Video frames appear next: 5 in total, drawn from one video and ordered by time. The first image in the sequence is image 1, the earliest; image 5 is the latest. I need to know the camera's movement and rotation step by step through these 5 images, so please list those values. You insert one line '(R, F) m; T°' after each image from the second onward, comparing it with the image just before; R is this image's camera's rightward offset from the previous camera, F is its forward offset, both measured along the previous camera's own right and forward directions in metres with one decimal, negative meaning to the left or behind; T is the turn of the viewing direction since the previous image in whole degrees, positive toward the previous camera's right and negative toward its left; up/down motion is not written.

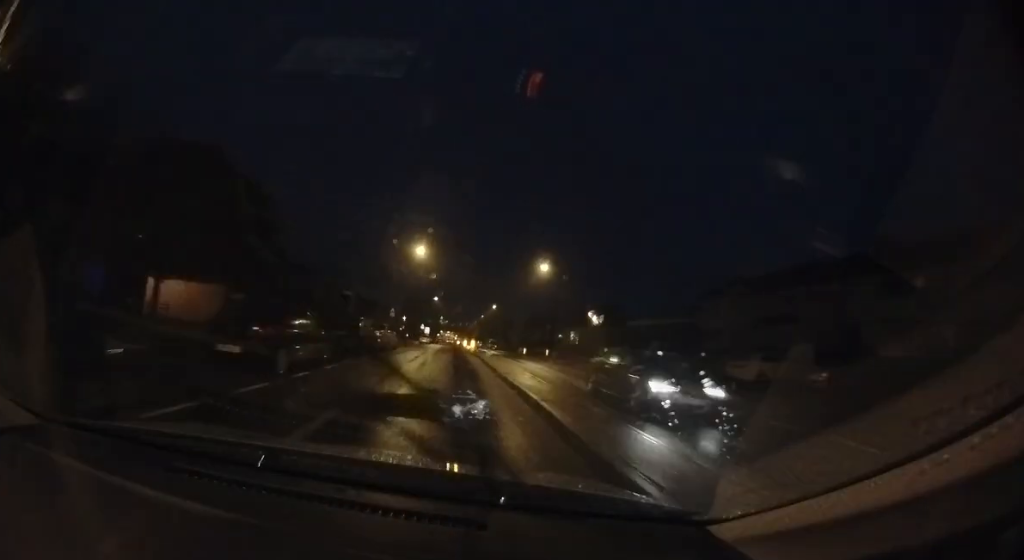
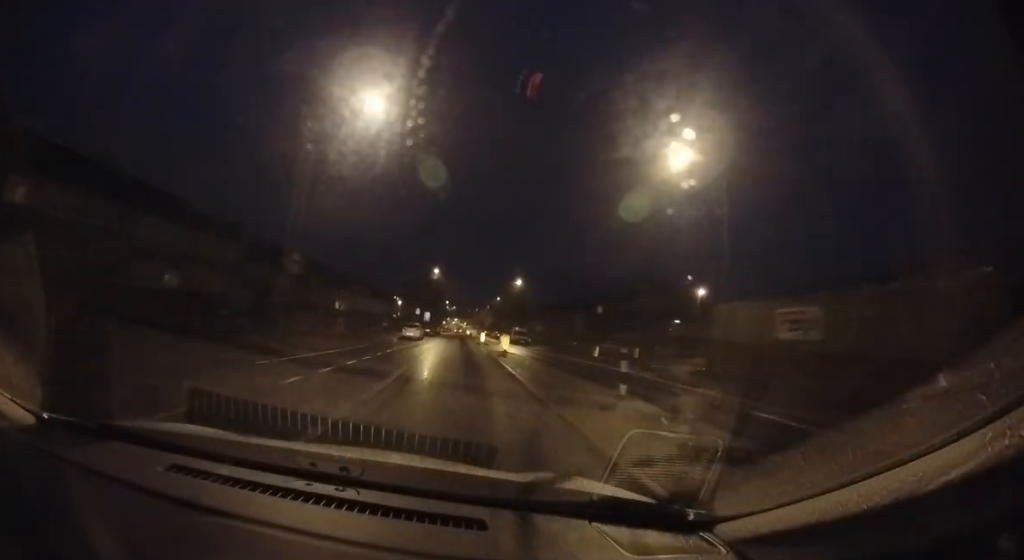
(-0.1, +25.0) m; -1°
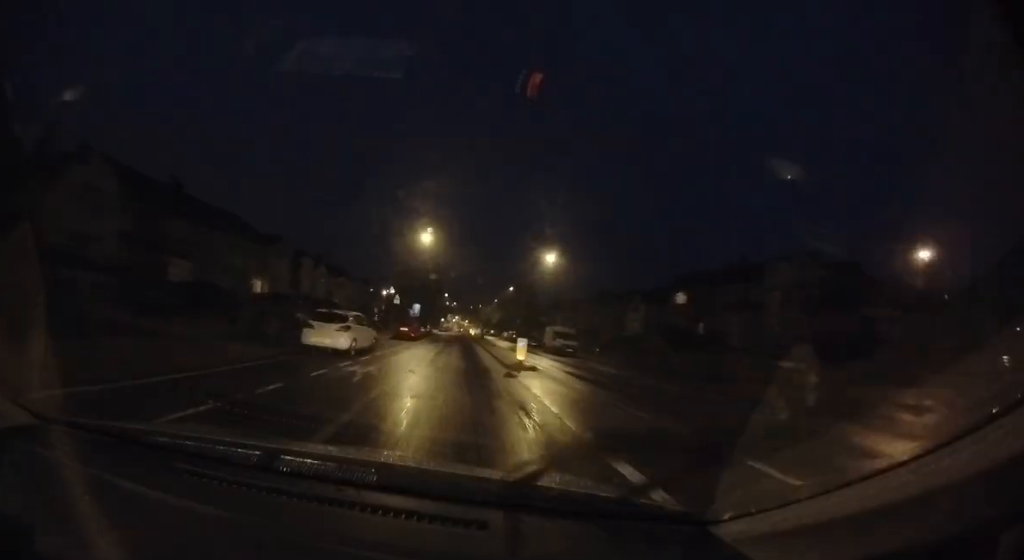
(-0.1, +20.5) m; 0°
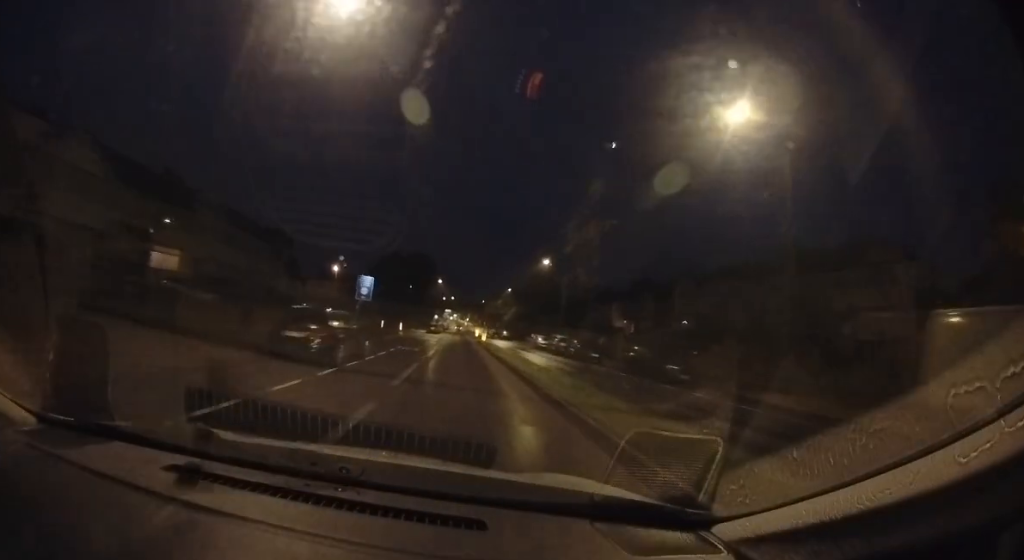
(+0.4, +29.4) m; +1°
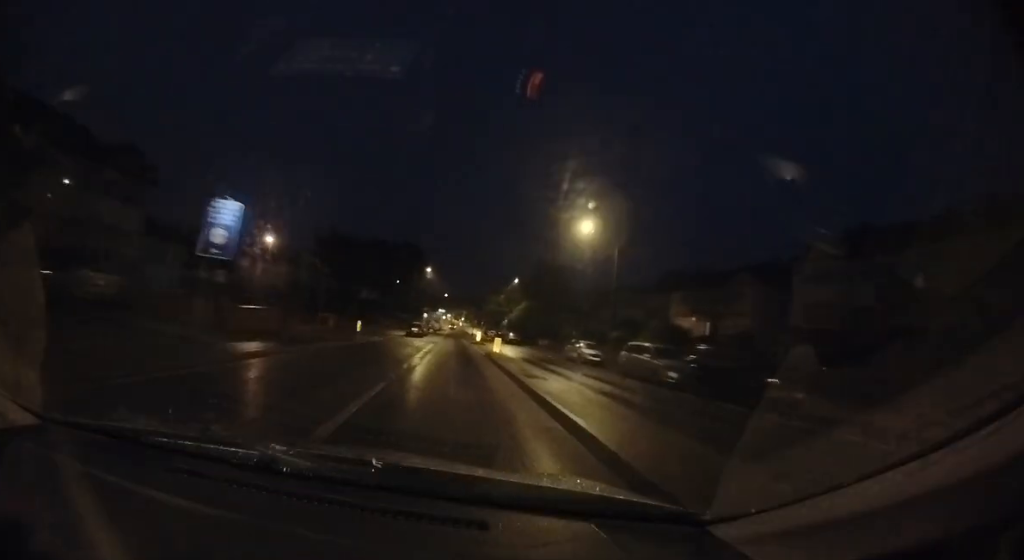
(-0.1, +15.5) m; -2°
